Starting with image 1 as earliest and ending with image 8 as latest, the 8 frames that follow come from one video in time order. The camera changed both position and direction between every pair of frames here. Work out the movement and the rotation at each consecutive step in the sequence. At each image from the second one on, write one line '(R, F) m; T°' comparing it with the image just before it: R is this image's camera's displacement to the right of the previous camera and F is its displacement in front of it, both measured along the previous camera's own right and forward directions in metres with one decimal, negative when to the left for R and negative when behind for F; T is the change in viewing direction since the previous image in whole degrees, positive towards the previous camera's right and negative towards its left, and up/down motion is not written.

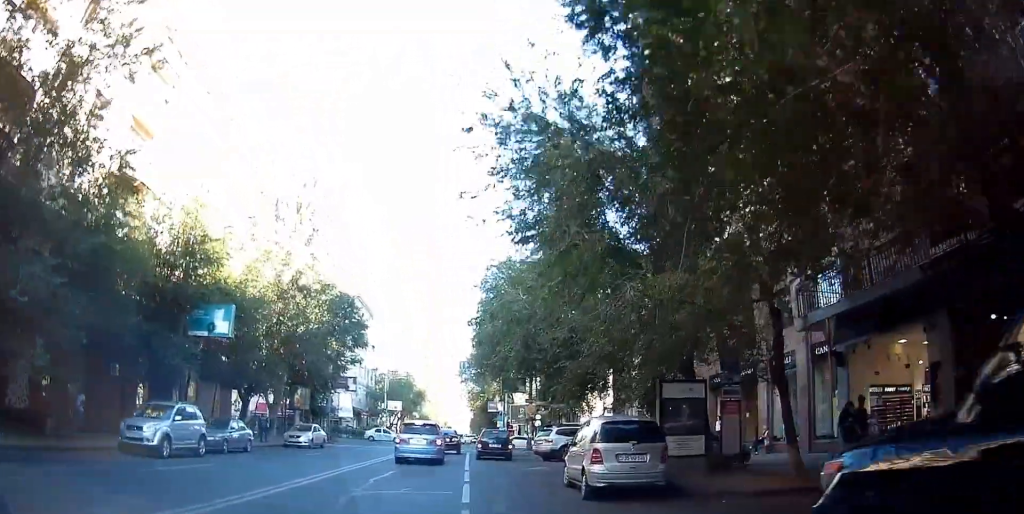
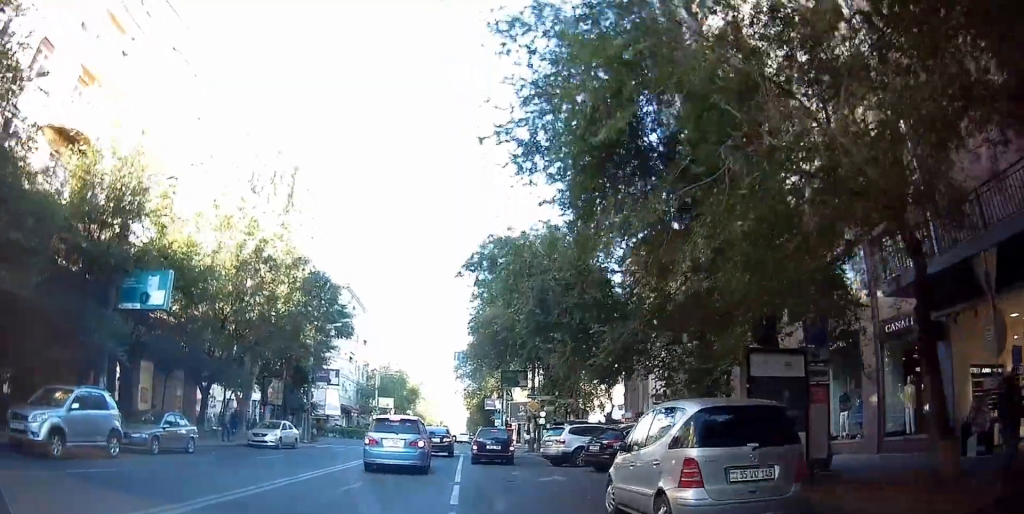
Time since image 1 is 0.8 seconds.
(+0.1, +5.0) m; +2°
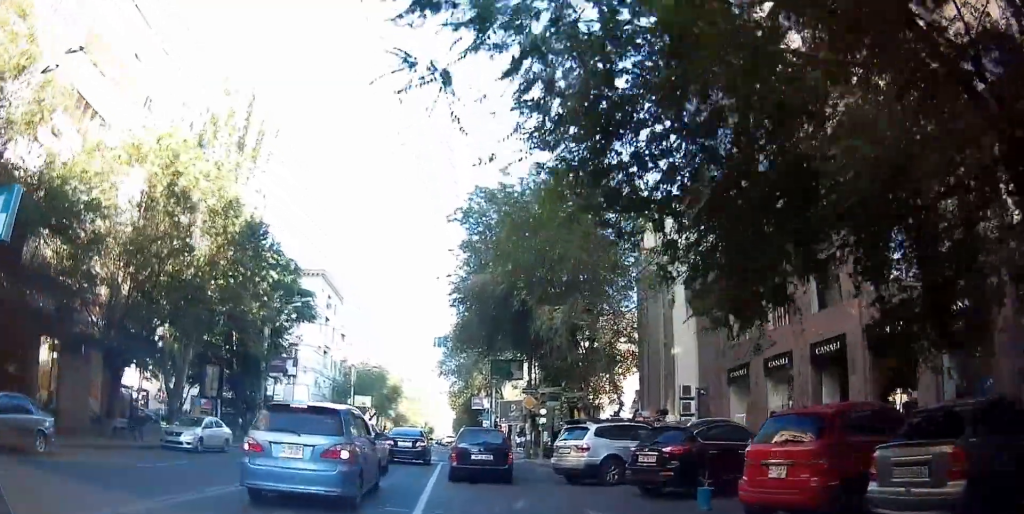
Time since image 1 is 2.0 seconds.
(+0.4, +7.3) m; +4°
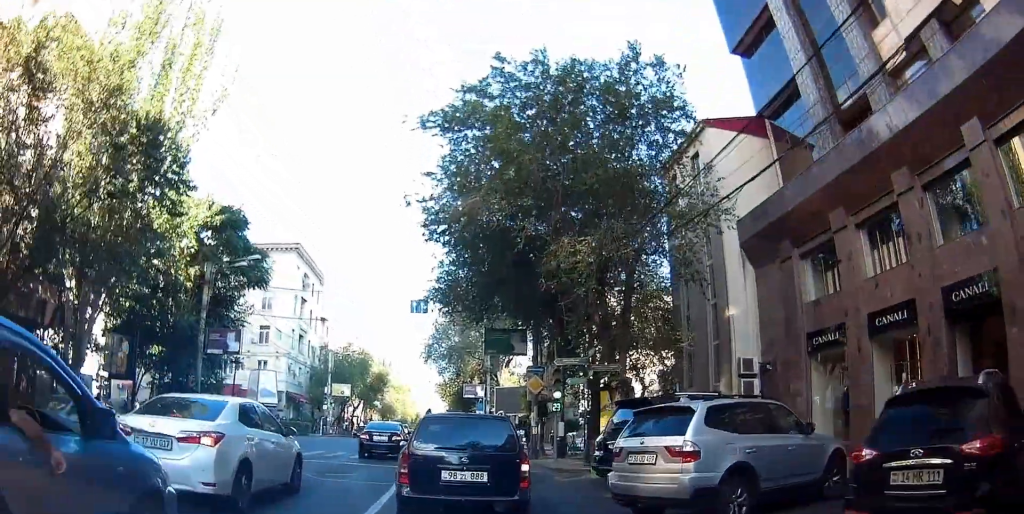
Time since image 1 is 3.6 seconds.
(-0.4, +8.6) m; -4°
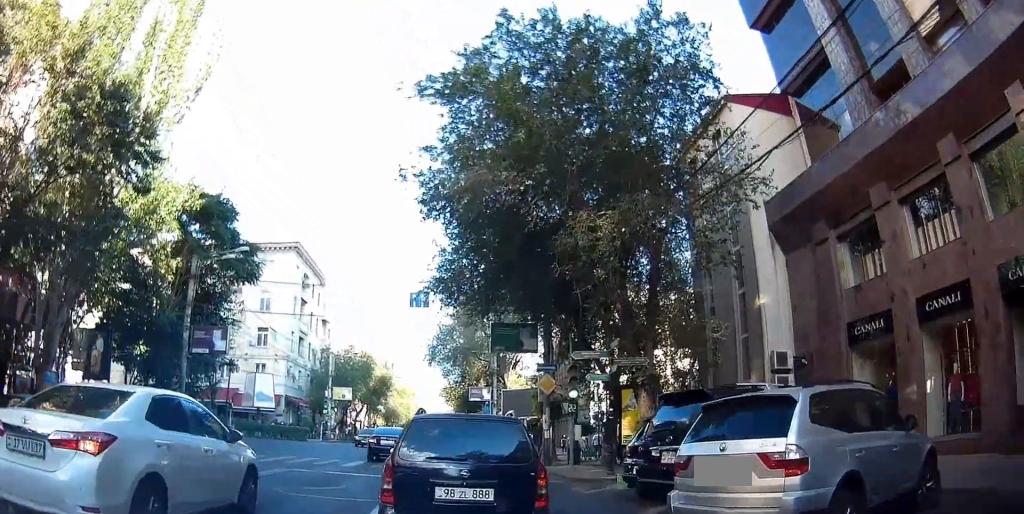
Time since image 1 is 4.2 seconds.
(+0.1, +2.8) m; +2°
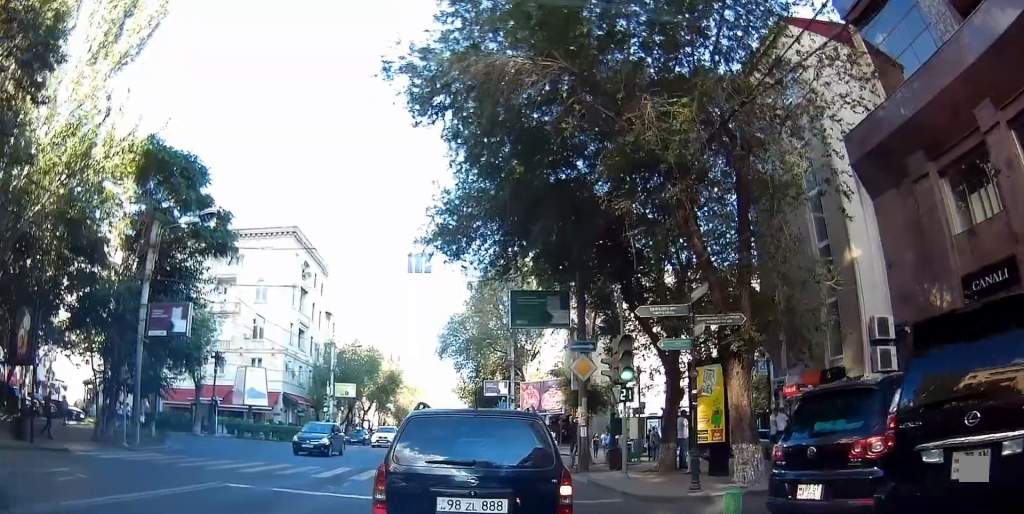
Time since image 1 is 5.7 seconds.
(-0.2, +6.0) m; -4°
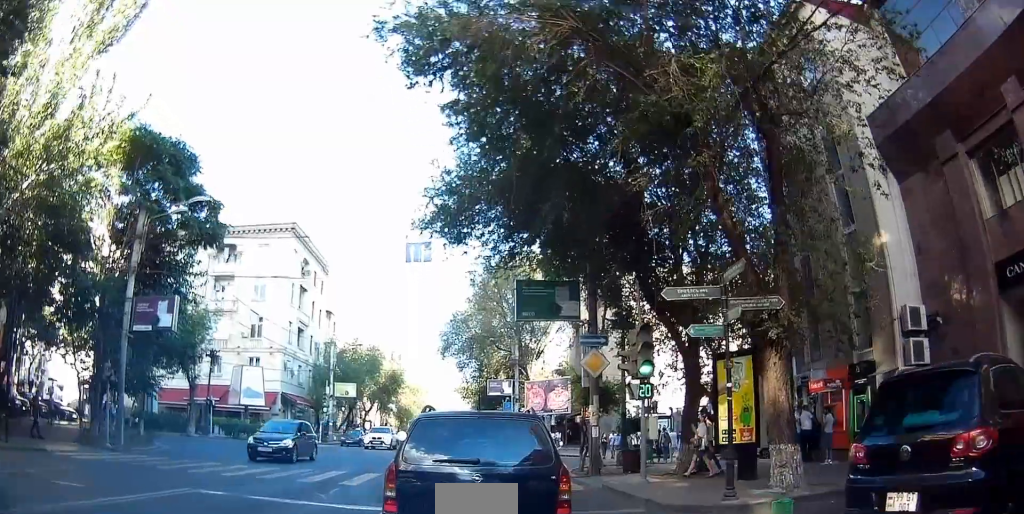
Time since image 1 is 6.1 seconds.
(-0.3, +1.4) m; +3°
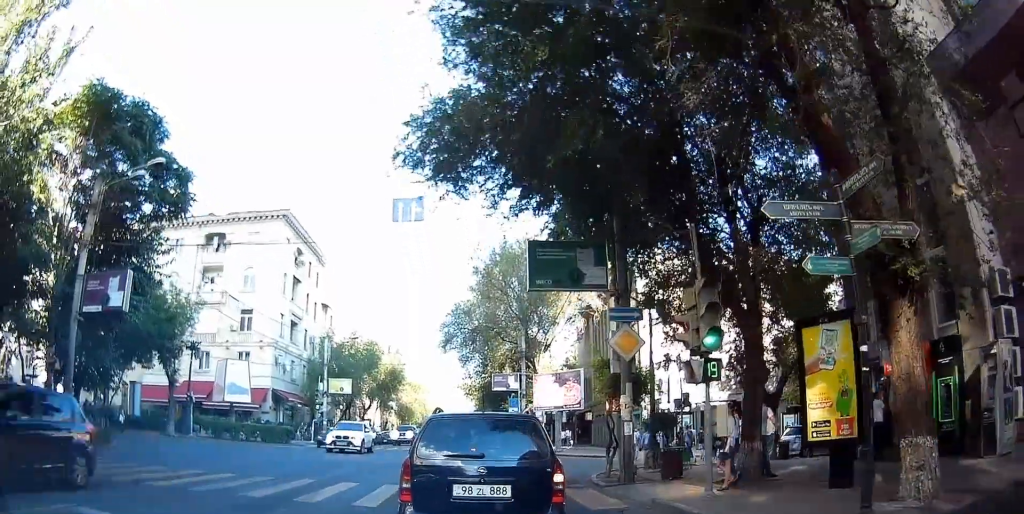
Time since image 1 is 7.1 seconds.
(+0.5, +3.4) m; +4°
